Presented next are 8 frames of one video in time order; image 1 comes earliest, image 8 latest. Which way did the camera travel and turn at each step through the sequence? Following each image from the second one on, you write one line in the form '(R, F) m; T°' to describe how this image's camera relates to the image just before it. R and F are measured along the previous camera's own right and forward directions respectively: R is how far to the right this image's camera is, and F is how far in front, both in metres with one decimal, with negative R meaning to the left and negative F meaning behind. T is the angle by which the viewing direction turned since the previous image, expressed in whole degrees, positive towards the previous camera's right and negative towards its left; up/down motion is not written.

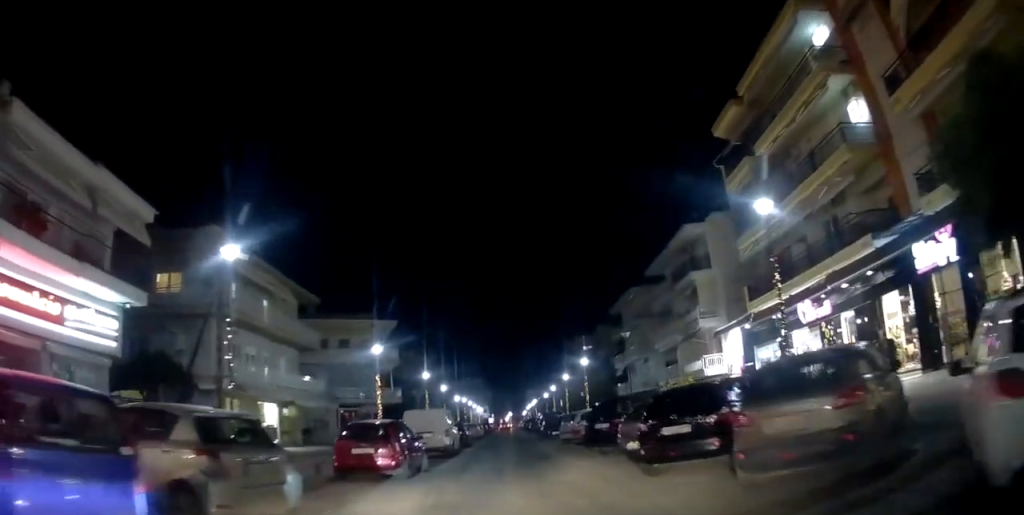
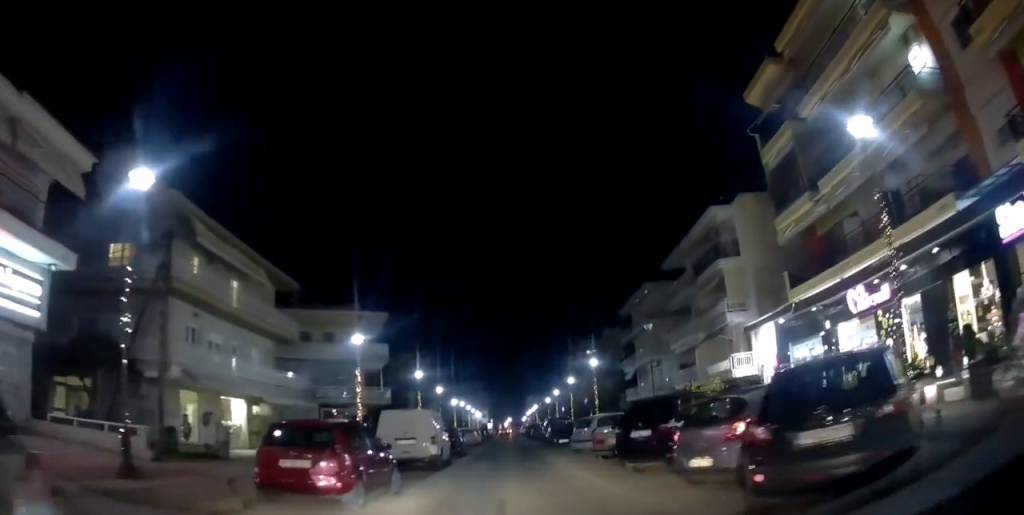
(-0.2, +4.3) m; 0°
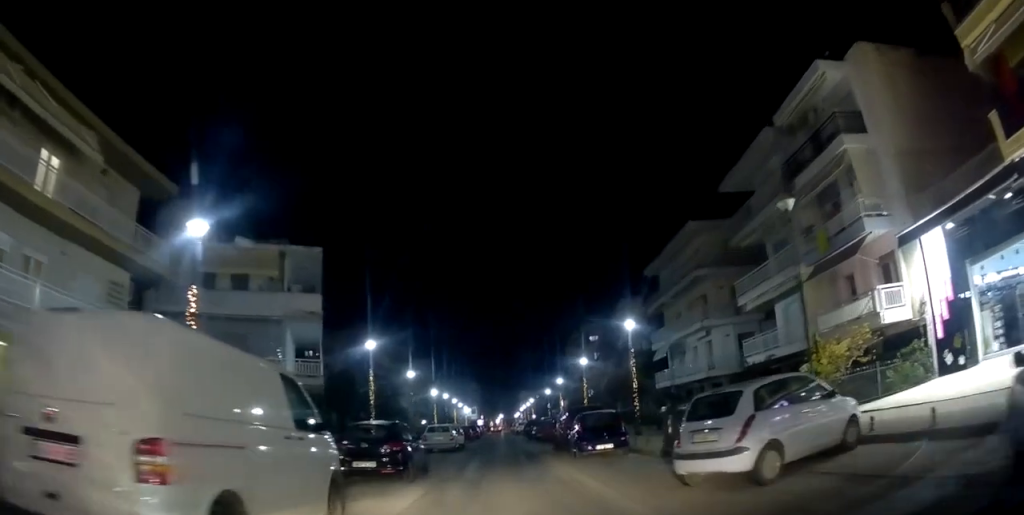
(+0.3, +13.9) m; +2°
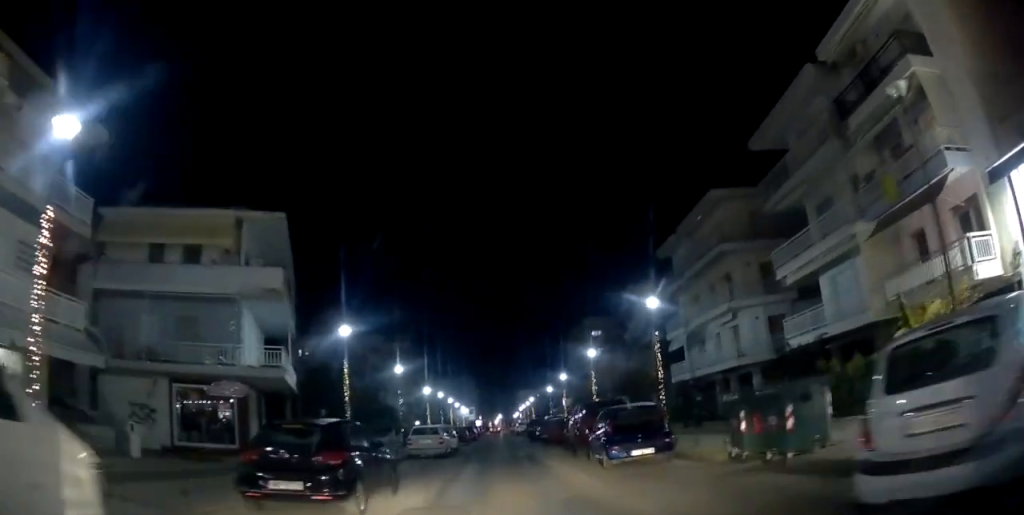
(0.0, +4.8) m; -1°
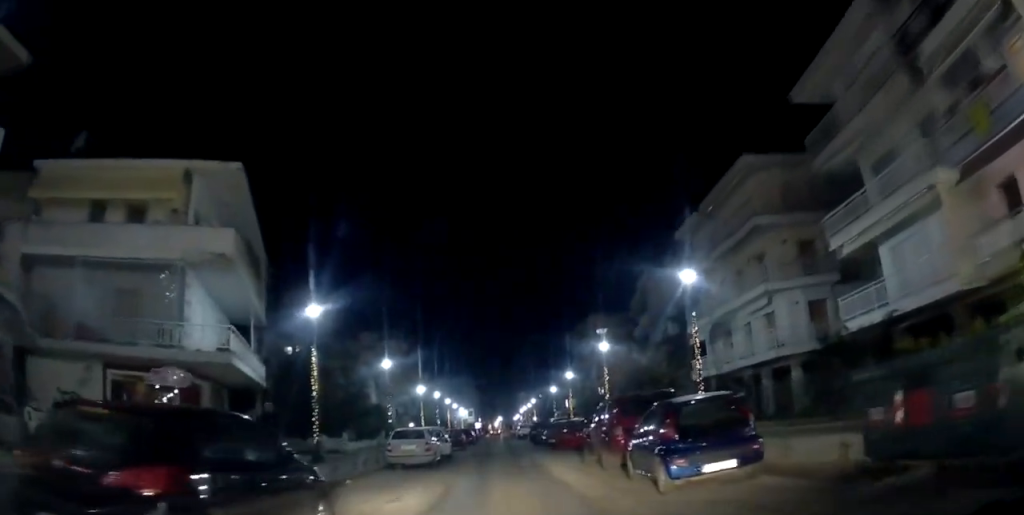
(-0.1, +4.8) m; -1°
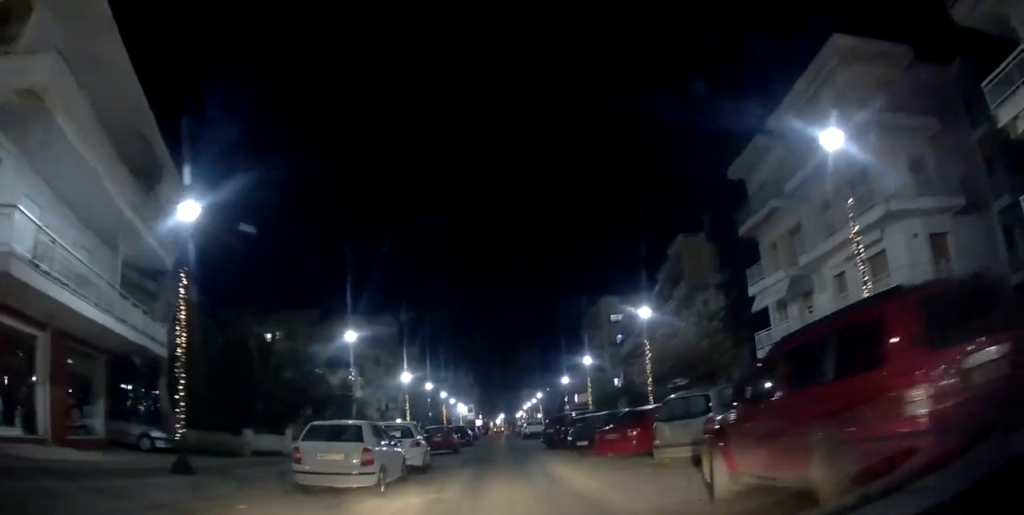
(0.0, +9.5) m; +1°
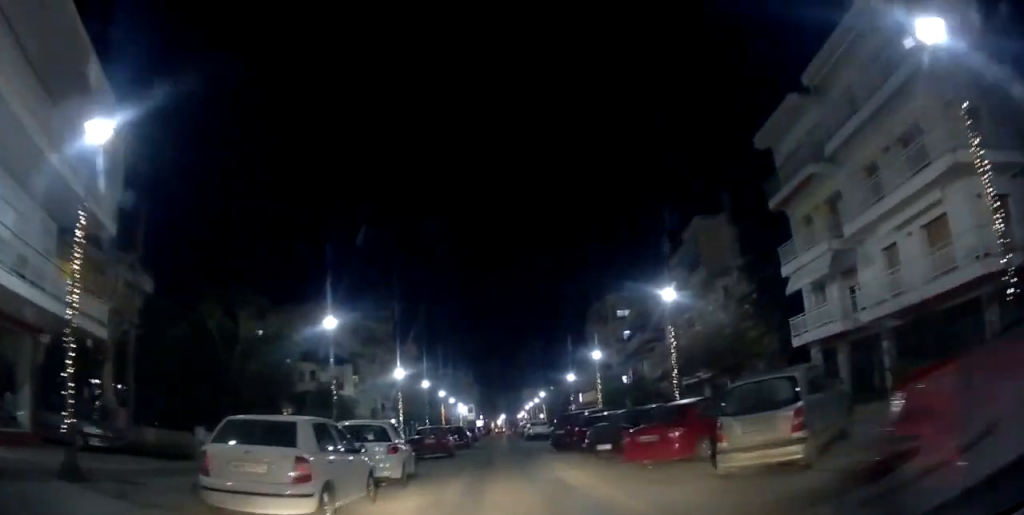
(0.0, +3.6) m; +1°
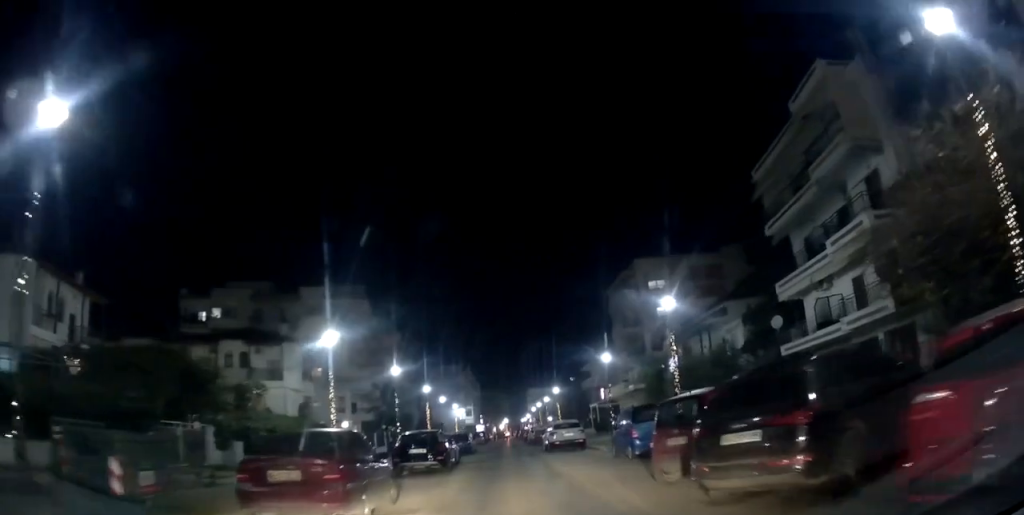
(0.0, +16.5) m; -2°
